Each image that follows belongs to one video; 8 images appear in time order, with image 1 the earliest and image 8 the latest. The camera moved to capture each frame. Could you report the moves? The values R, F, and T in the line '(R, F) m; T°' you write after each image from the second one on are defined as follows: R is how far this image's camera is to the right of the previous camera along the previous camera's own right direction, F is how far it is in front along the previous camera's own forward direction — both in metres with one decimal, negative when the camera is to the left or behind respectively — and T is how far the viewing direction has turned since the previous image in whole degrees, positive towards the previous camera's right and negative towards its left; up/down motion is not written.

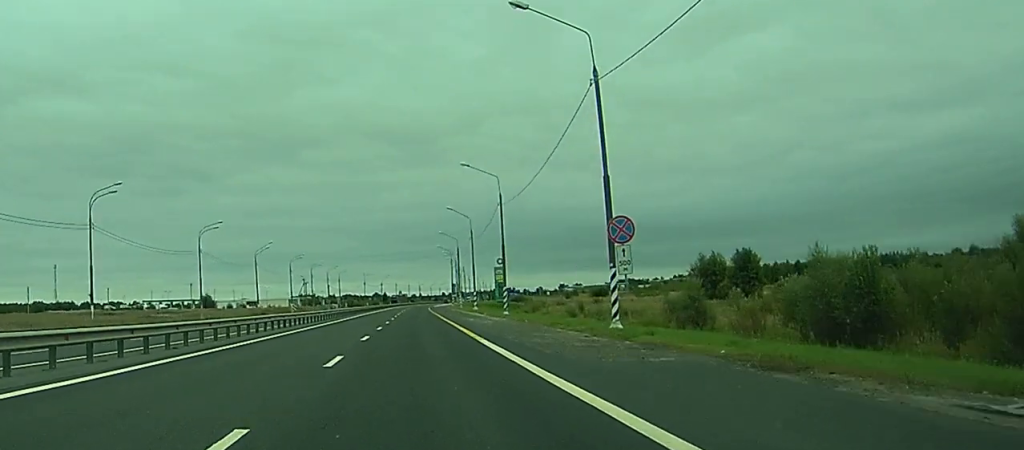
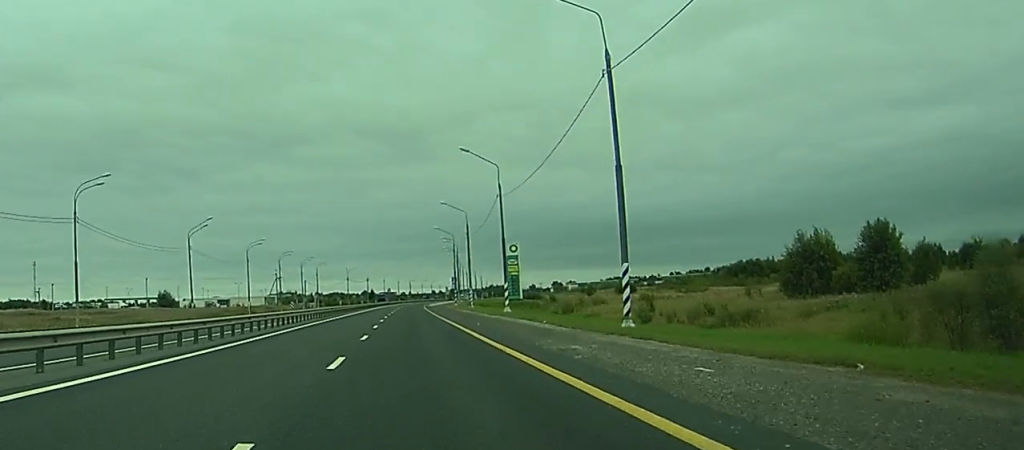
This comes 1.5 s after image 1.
(+0.1, +36.5) m; 0°
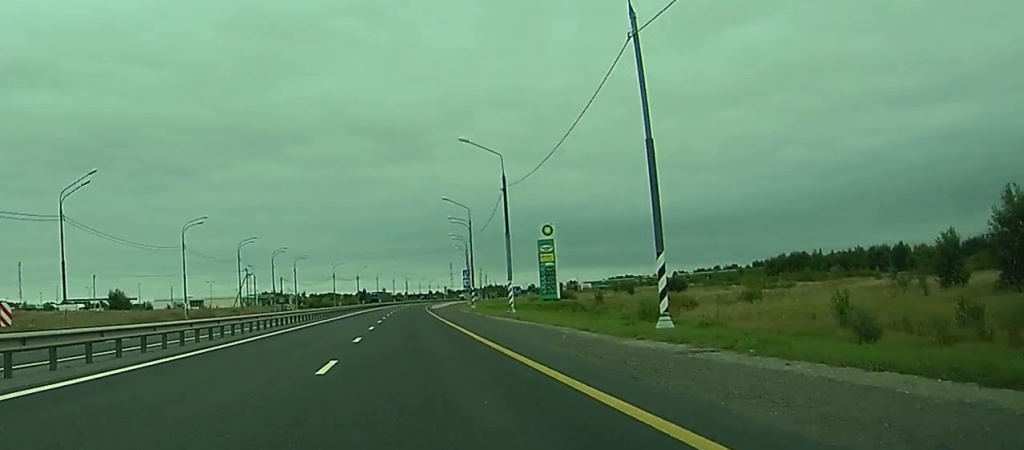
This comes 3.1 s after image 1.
(+0.2, +37.1) m; +1°
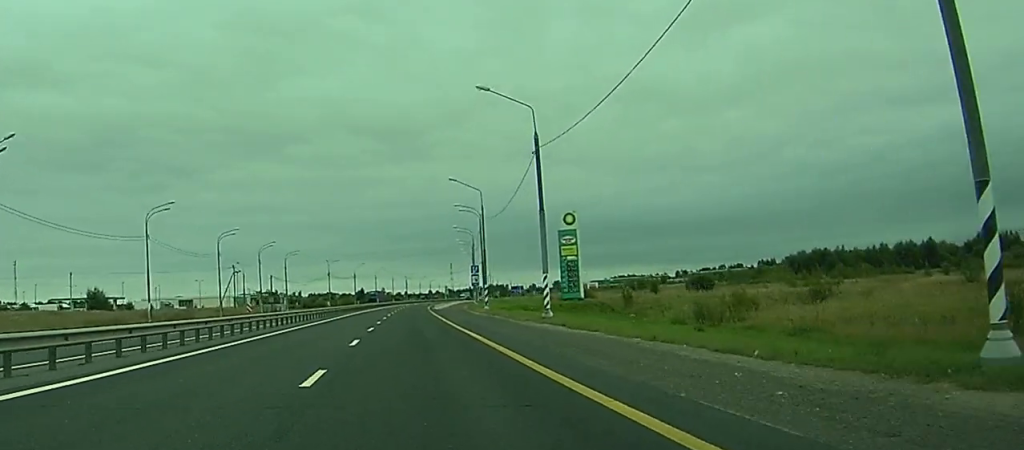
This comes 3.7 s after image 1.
(0.0, +14.1) m; 0°
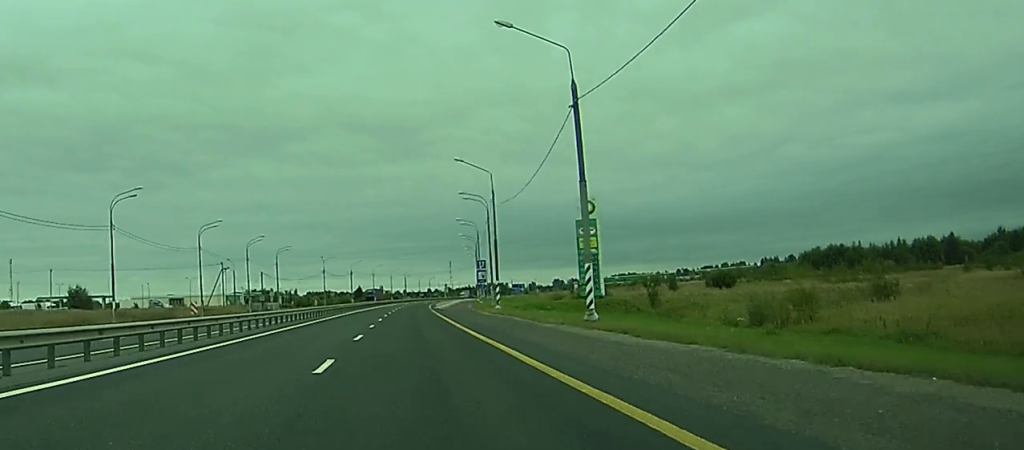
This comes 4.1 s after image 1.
(0.0, +10.1) m; 0°
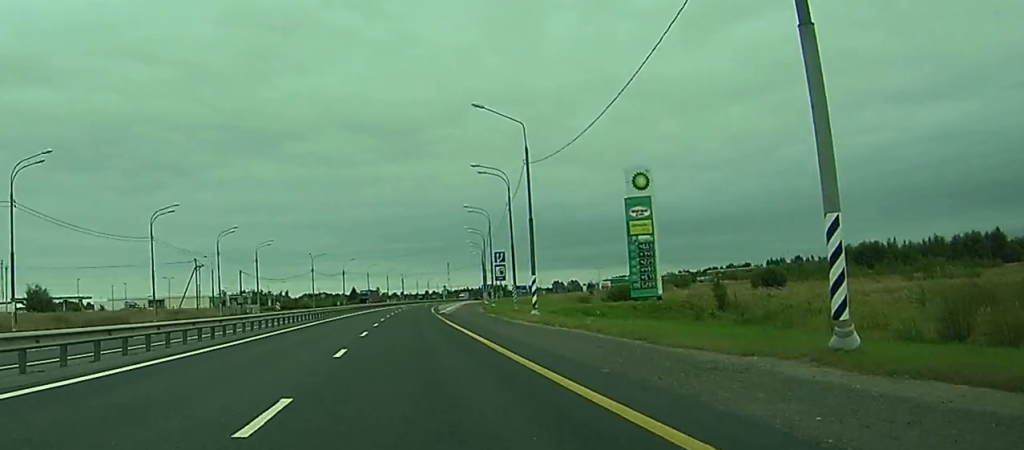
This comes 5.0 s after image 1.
(+0.1, +19.3) m; 0°
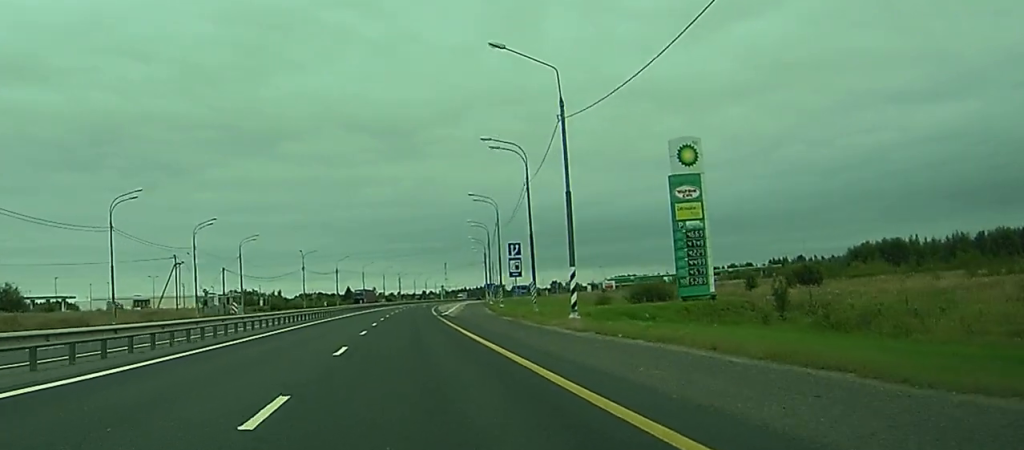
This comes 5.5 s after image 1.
(0.0, +11.5) m; 0°
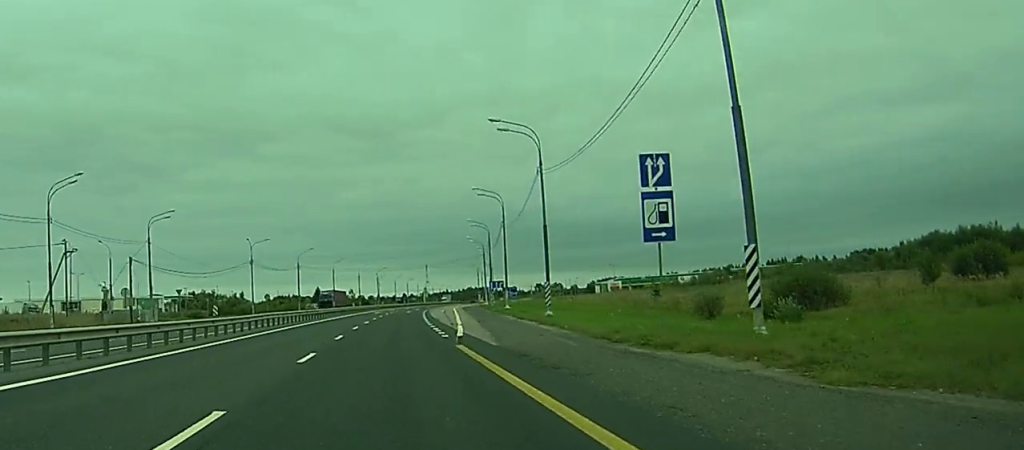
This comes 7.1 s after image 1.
(+0.4, +37.9) m; +1°
